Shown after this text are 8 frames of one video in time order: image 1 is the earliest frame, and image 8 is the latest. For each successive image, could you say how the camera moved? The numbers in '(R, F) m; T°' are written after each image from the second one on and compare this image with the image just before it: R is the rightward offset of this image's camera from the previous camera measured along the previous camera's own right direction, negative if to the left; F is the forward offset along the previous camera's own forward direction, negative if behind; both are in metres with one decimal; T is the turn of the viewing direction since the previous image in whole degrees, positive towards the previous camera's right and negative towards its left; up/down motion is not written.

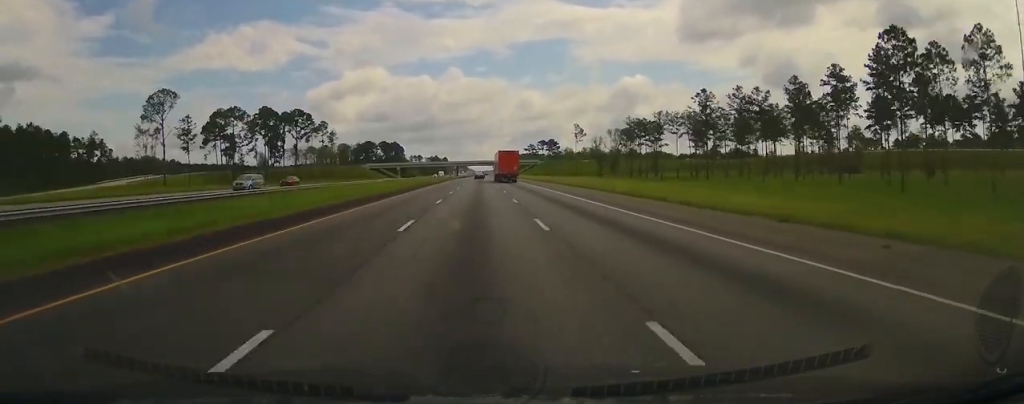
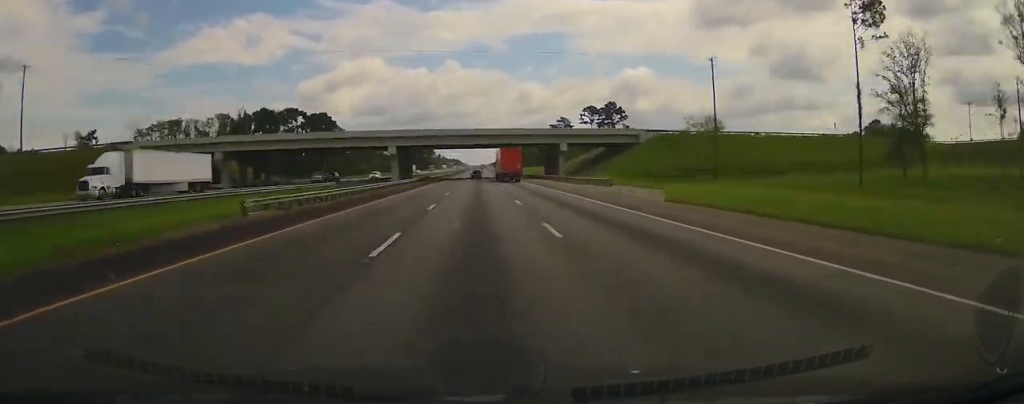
(+0.1, +198.0) m; 0°
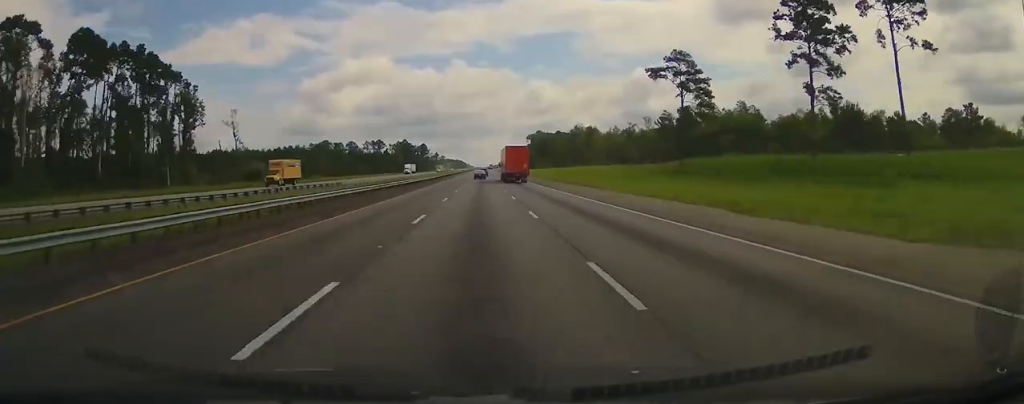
(+0.2, +152.7) m; 0°
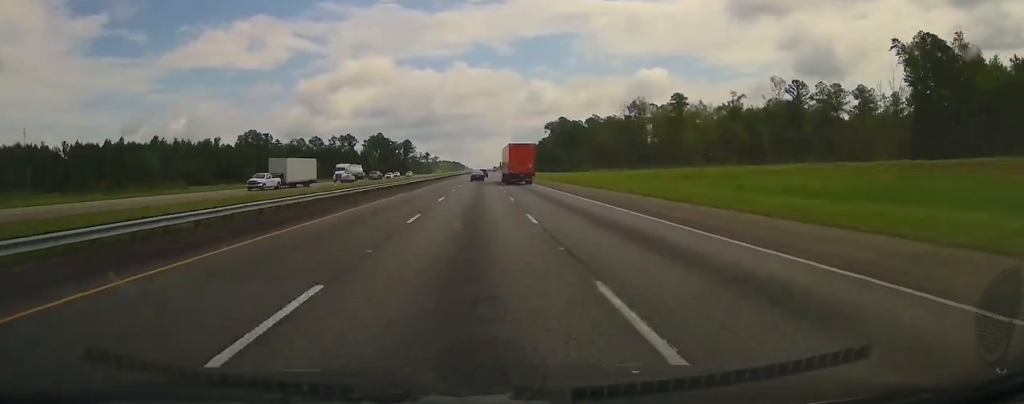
(+0.7, +120.8) m; 0°
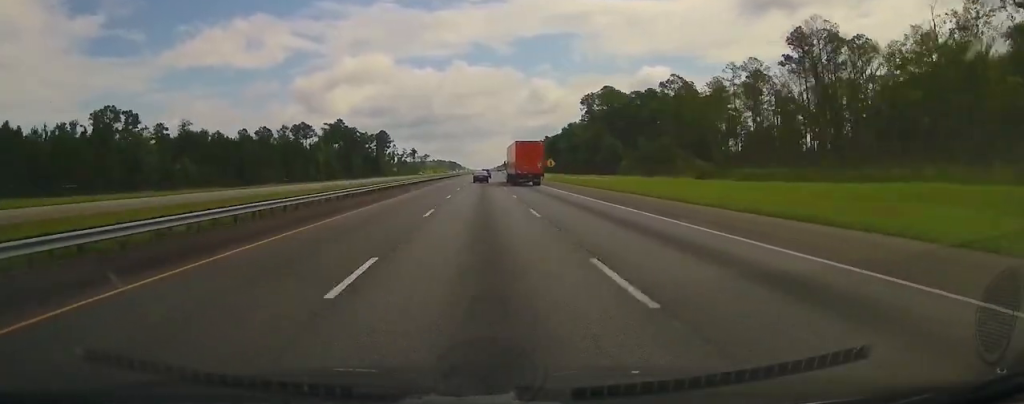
(-0.9, +106.6) m; 0°
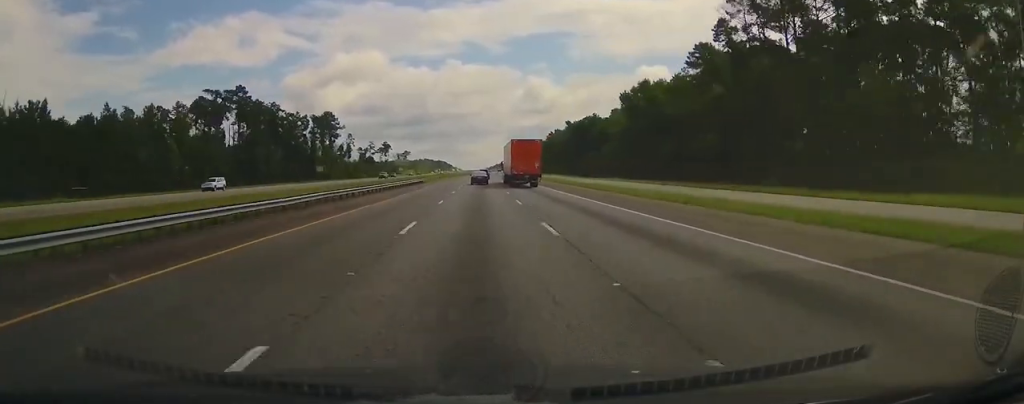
(+0.7, +115.7) m; +1°
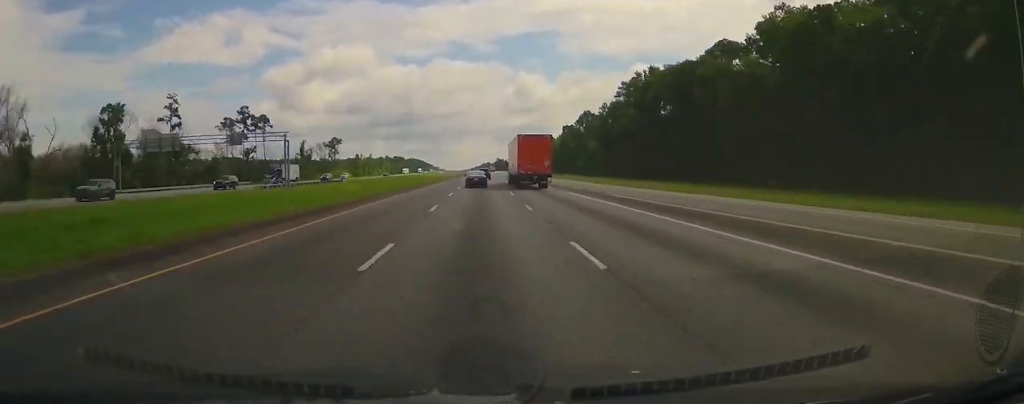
(+2.9, +226.9) m; +1°
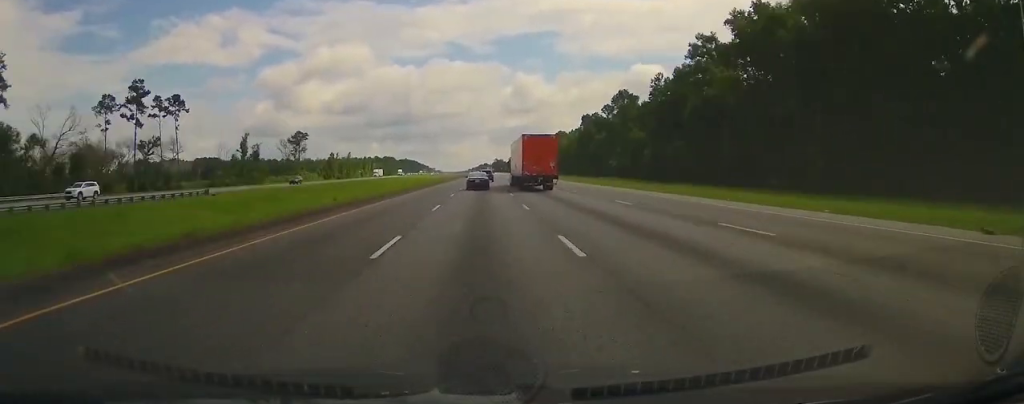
(+0.5, +60.5) m; 0°
